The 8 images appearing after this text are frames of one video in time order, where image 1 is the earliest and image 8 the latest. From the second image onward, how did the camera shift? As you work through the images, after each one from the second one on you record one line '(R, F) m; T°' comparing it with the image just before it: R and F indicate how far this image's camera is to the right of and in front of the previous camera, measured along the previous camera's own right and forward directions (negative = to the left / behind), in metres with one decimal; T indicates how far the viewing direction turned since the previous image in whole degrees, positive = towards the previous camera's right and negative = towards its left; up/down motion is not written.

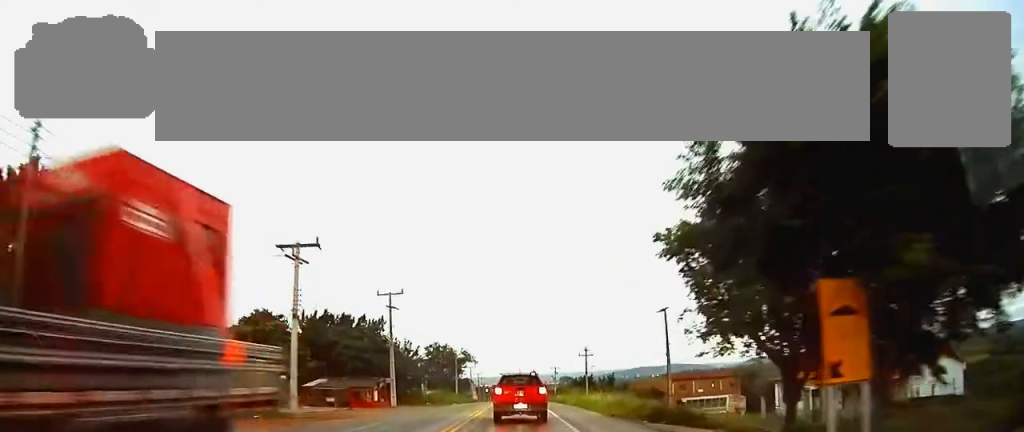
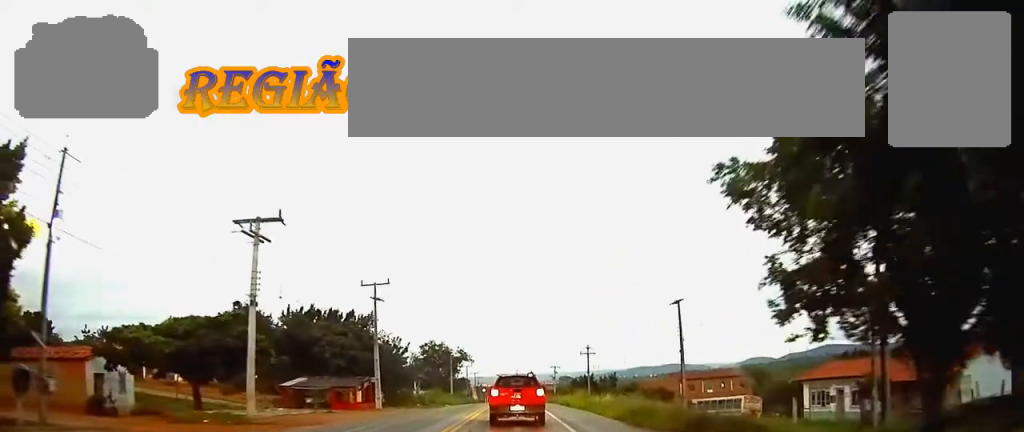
(+0.2, +5.7) m; +2°
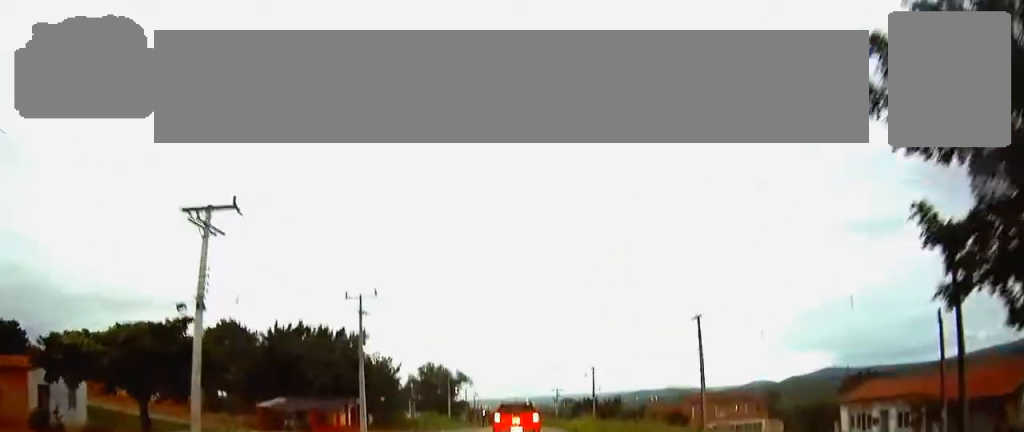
(0.0, +5.8) m; -1°
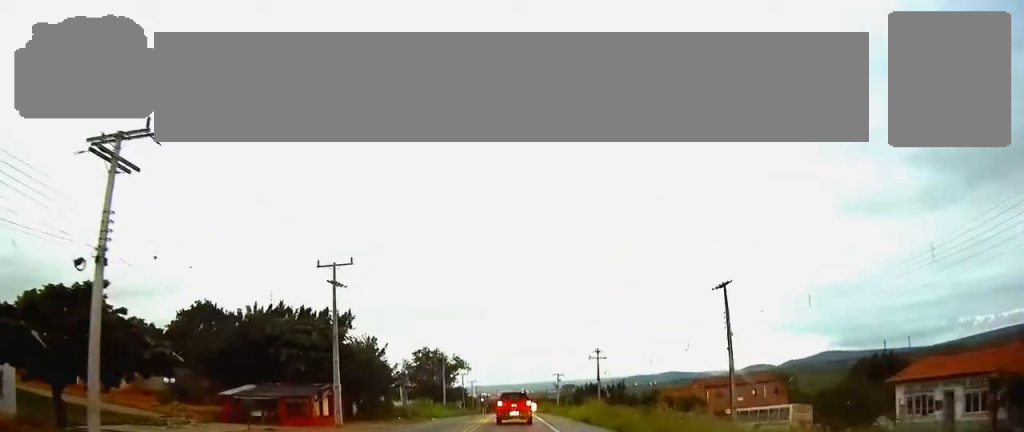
(-0.1, +6.9) m; -3°
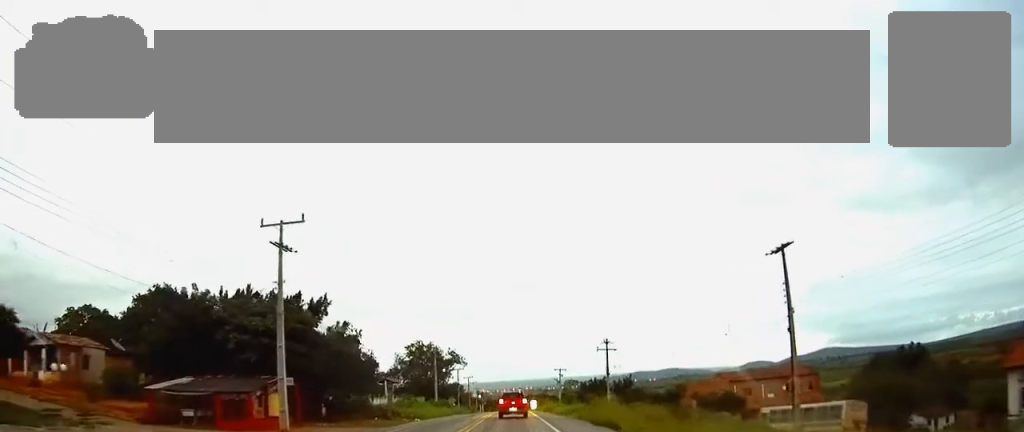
(-0.3, +10.5) m; -1°
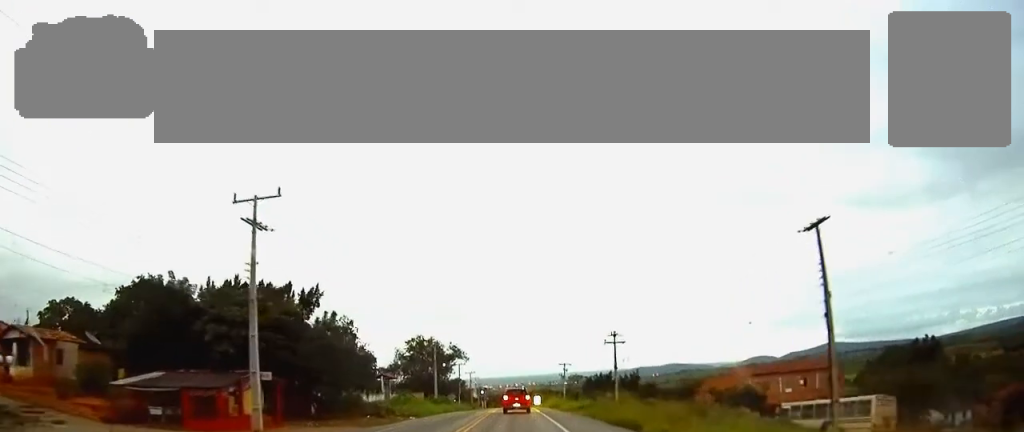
(+0.1, +3.9) m; 0°
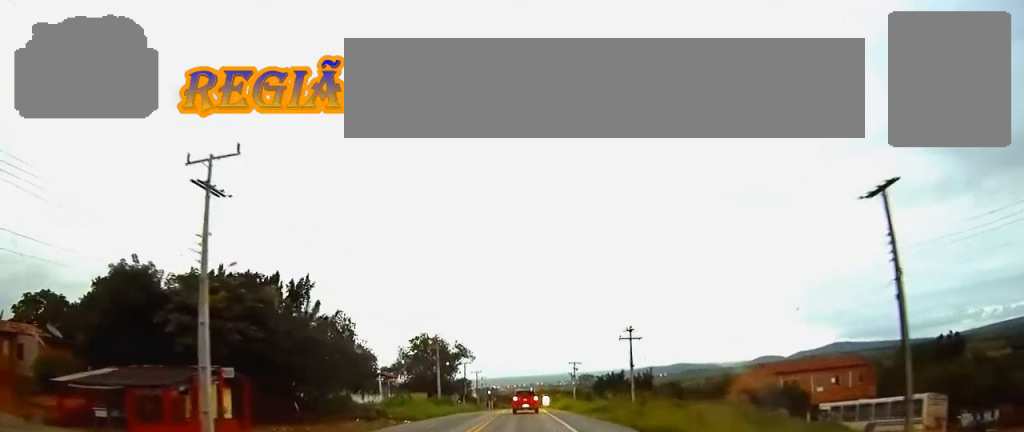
(0.0, +5.8) m; 0°
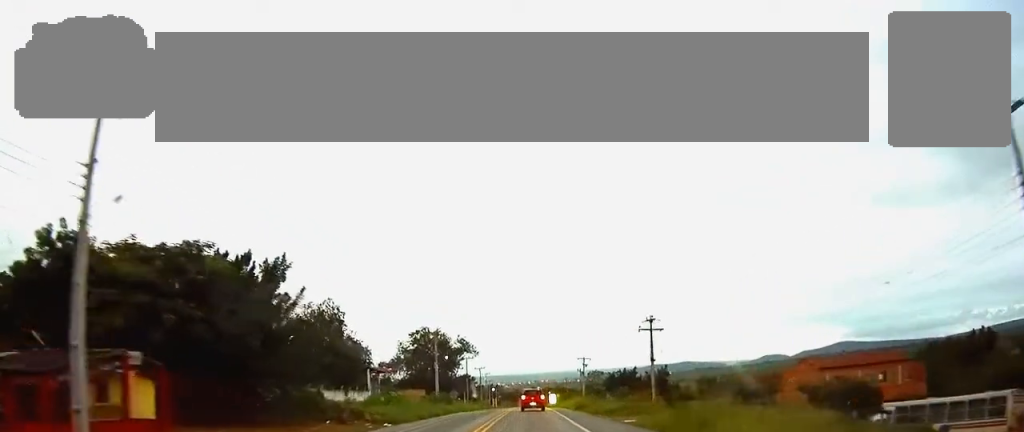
(0.0, +8.1) m; 0°
